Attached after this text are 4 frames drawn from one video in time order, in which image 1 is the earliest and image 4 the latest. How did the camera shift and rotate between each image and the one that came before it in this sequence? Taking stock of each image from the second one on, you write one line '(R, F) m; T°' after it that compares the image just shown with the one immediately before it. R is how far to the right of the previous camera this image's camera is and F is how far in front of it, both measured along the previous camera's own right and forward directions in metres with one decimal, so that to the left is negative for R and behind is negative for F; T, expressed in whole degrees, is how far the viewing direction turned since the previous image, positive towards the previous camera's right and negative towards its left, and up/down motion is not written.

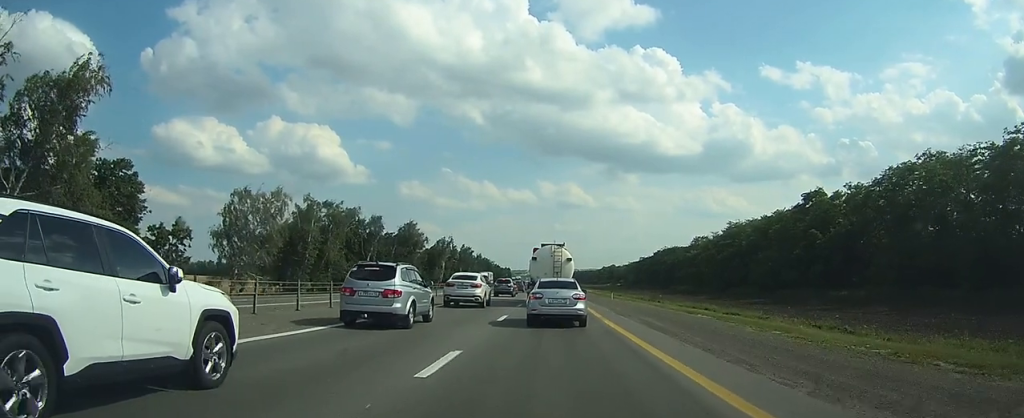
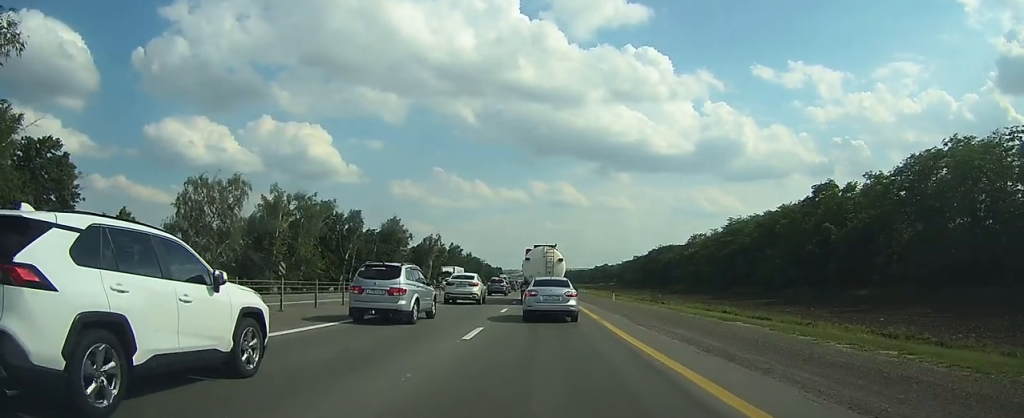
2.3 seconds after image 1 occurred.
(-0.1, +7.0) m; -1°
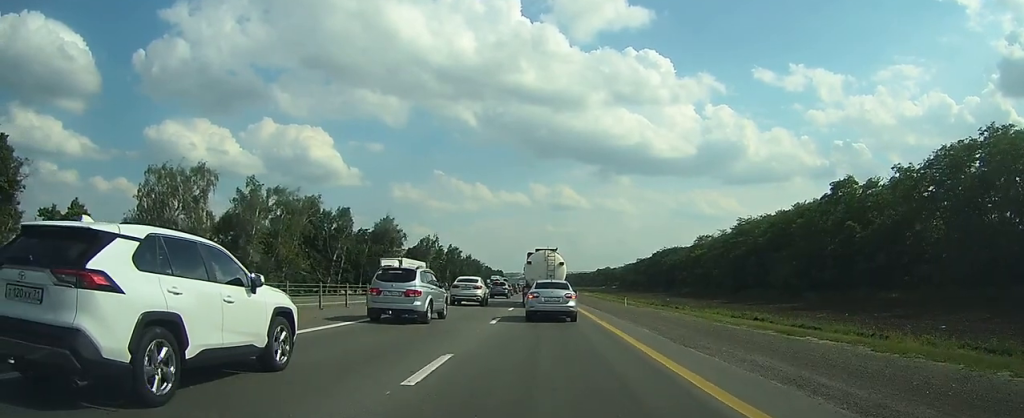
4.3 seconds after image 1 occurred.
(-0.2, +6.2) m; -3°
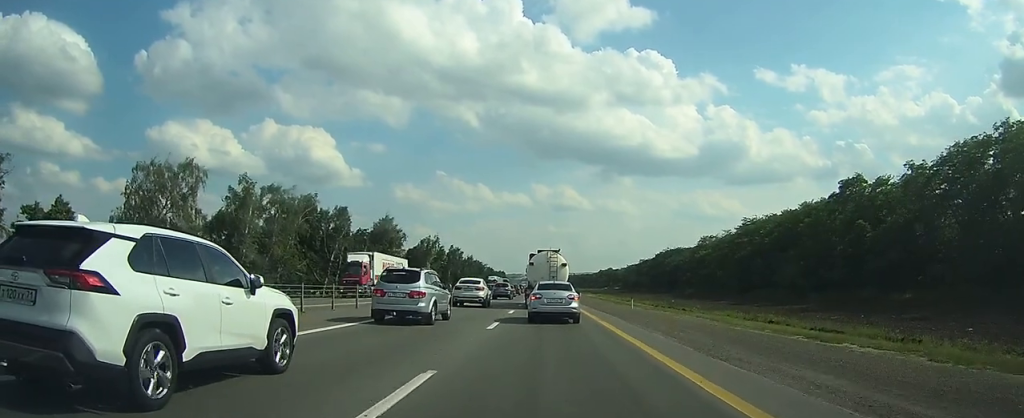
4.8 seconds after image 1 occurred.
(0.0, +1.8) m; 0°
